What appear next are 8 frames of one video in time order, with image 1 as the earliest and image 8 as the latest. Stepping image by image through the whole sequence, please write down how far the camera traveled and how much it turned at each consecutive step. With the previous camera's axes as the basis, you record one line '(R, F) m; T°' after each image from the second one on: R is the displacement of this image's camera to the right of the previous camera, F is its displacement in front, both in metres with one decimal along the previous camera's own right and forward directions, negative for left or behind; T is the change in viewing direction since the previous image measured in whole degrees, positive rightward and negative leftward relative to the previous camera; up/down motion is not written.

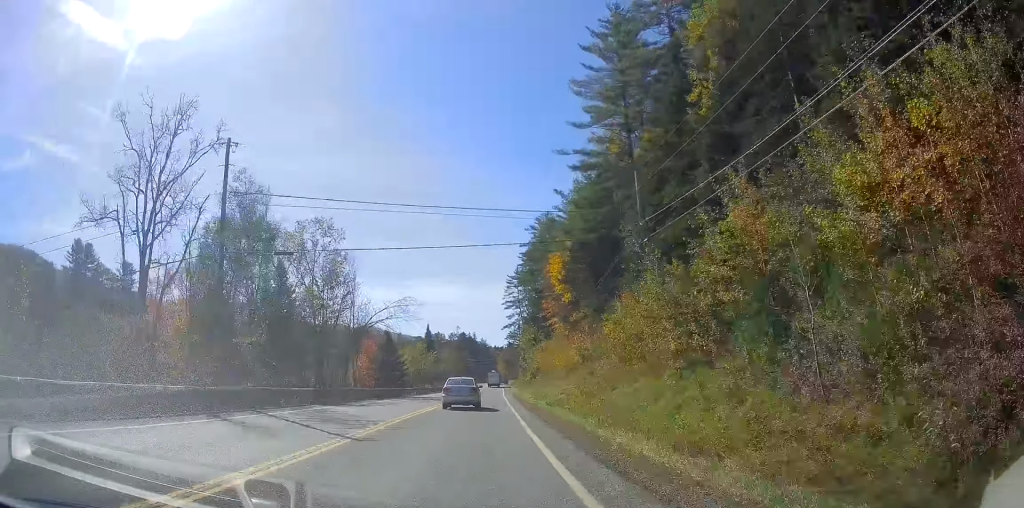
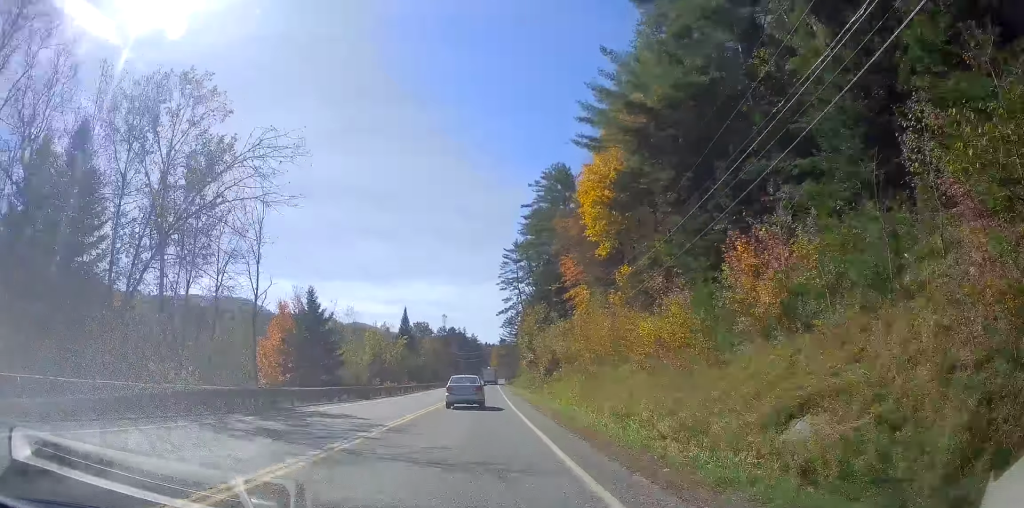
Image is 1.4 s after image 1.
(+0.3, +29.8) m; +2°
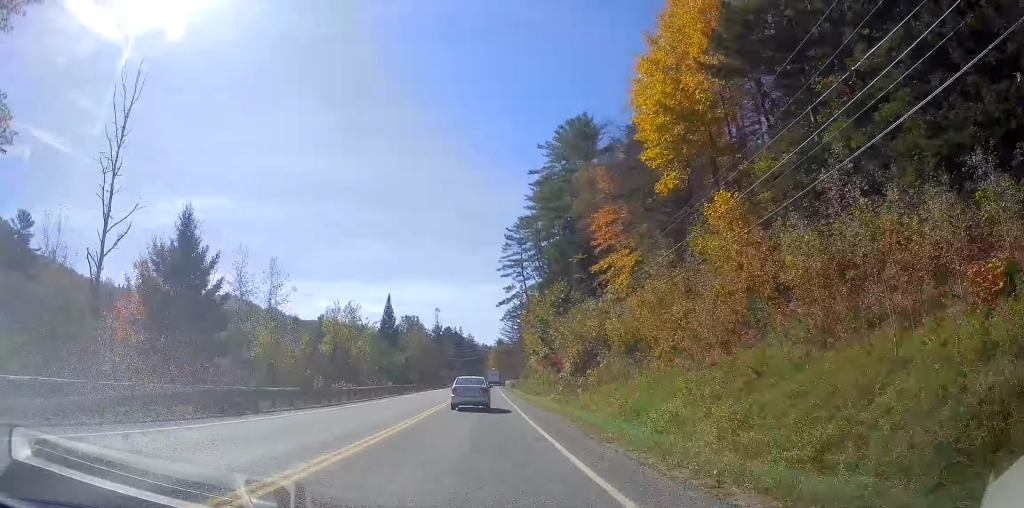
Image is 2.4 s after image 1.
(+0.3, +19.8) m; +1°
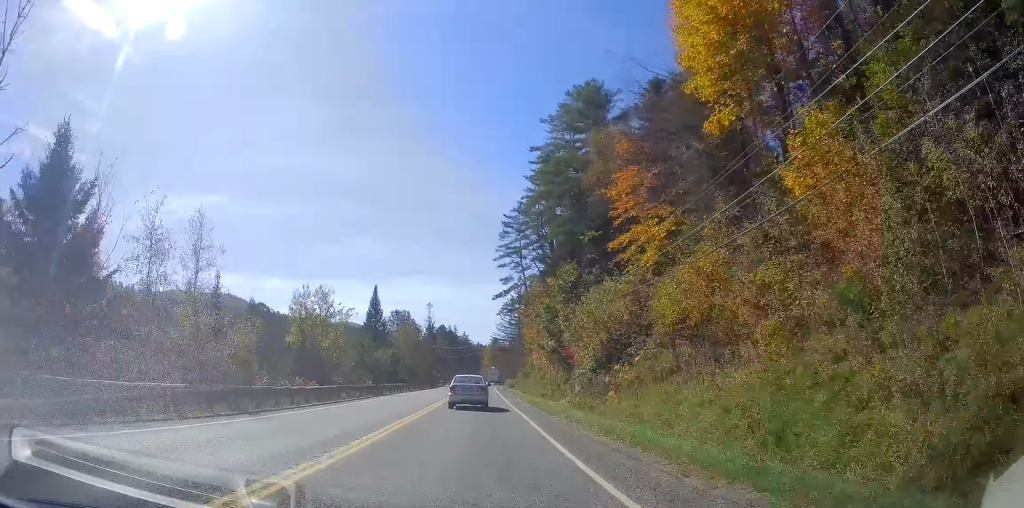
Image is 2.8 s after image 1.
(0.0, +9.2) m; 0°
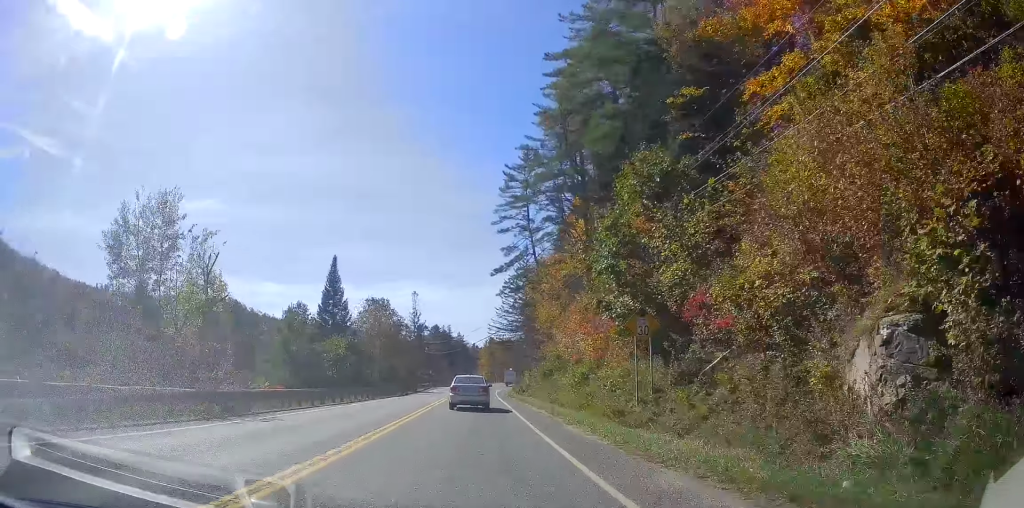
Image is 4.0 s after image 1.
(0.0, +25.9) m; +1°
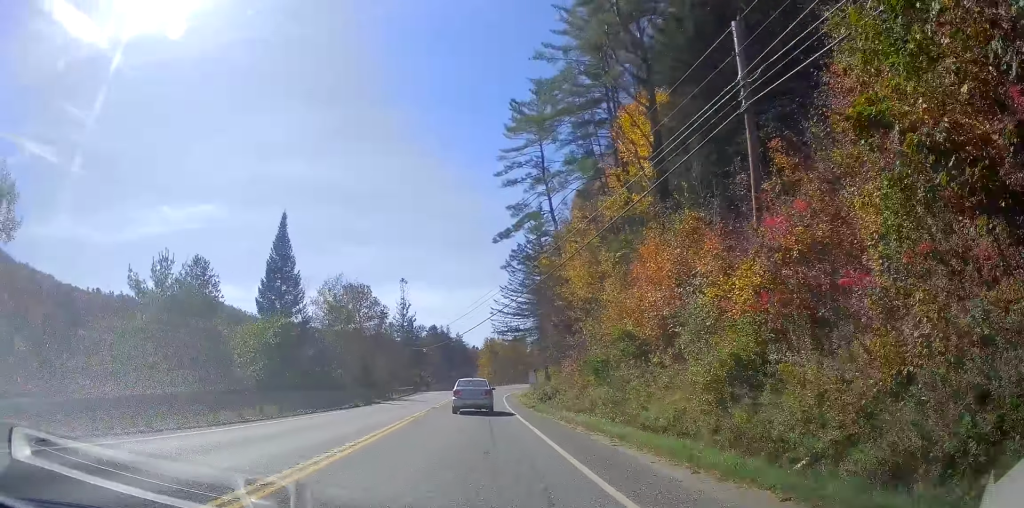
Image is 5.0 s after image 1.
(+0.5, +20.1) m; 0°
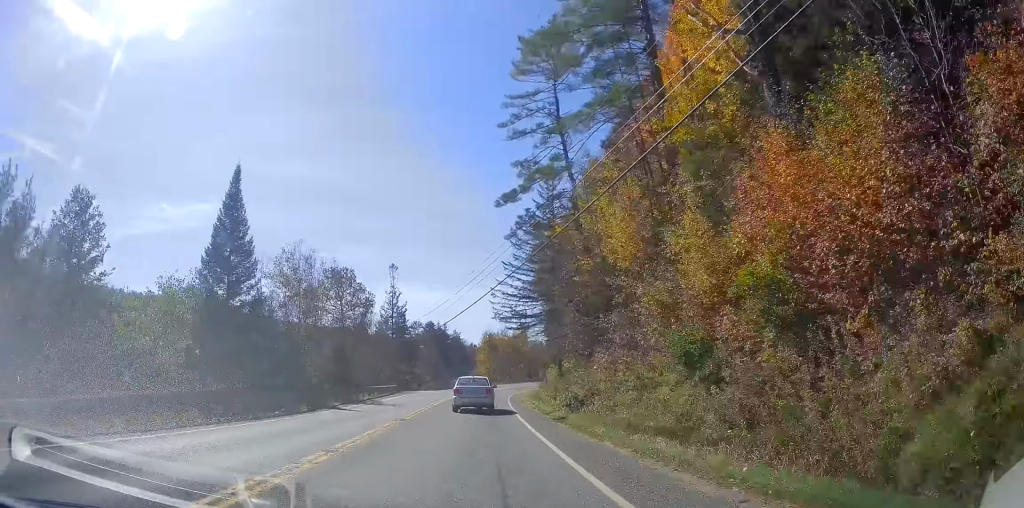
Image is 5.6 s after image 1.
(-0.1, +11.8) m; 0°
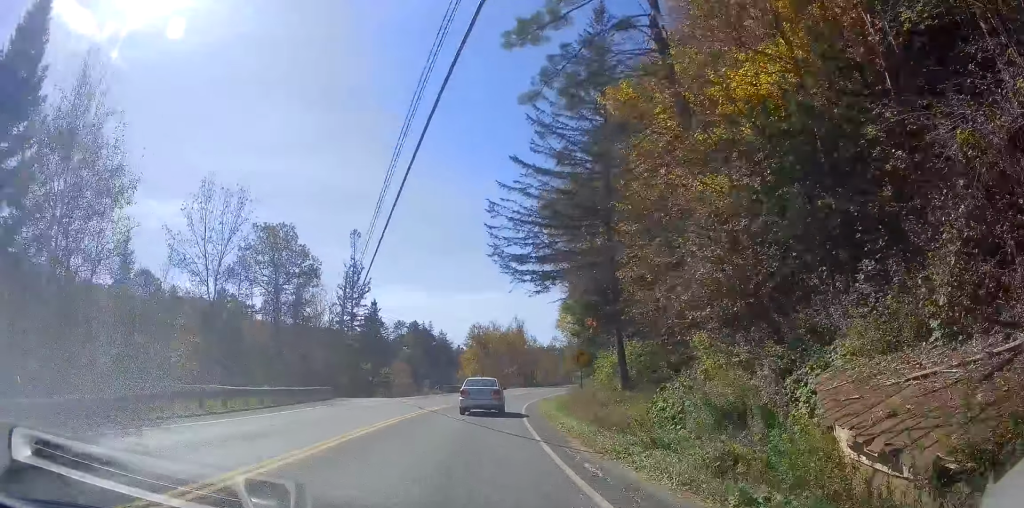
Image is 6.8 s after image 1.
(0.0, +24.9) m; +1°
